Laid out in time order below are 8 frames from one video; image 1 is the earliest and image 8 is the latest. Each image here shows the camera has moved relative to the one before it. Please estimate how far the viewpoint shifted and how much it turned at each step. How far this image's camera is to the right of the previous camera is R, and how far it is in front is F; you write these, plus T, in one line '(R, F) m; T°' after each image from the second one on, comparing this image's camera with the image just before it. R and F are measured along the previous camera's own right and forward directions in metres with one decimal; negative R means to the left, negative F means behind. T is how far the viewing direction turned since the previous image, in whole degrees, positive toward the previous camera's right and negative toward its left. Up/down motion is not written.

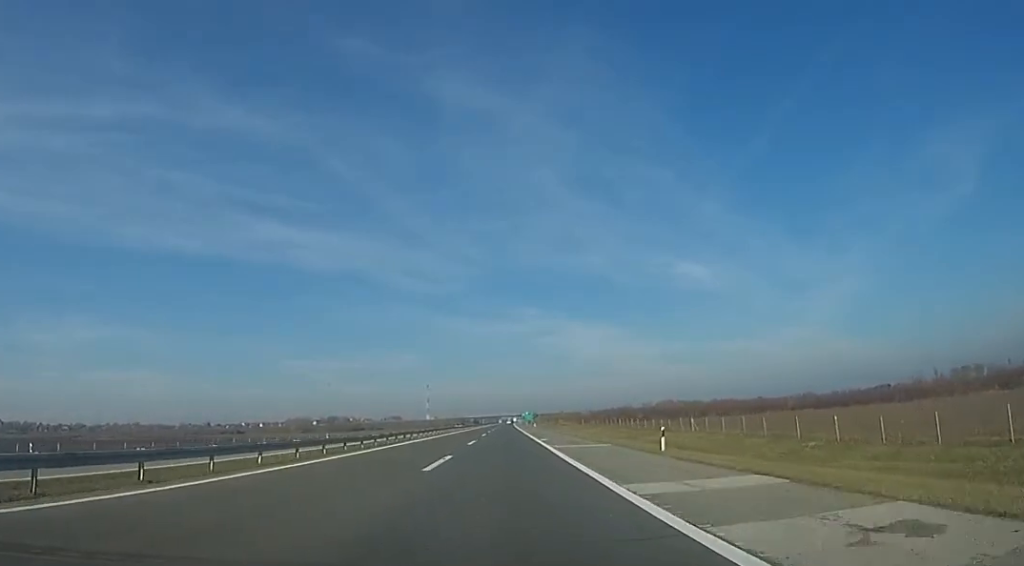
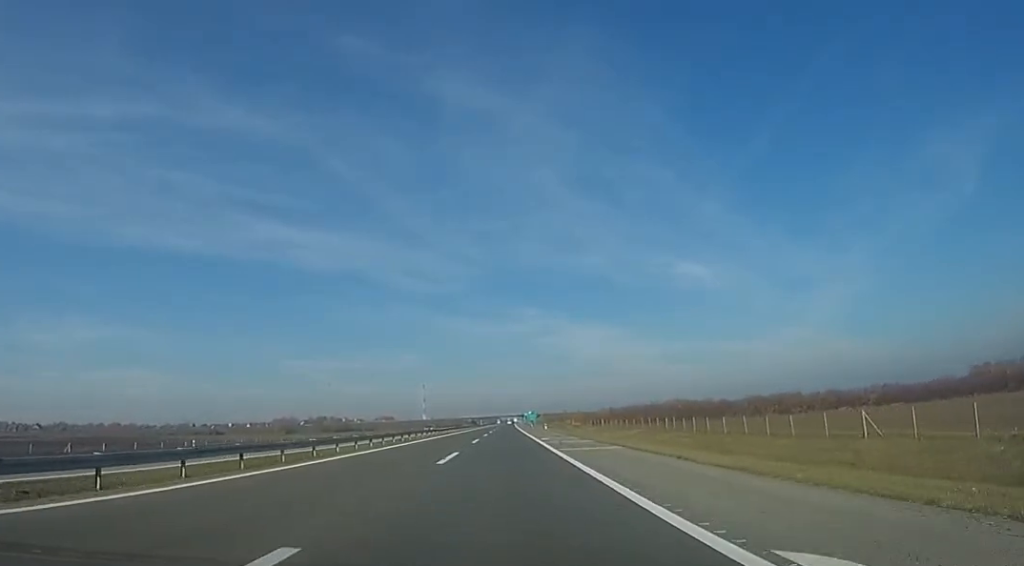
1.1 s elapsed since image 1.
(+1.6, +33.7) m; 0°
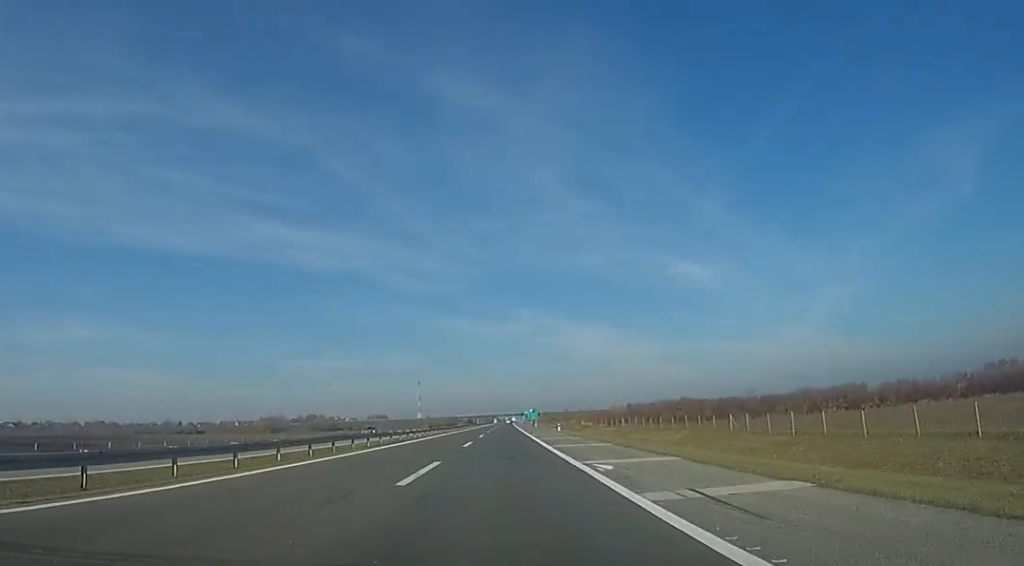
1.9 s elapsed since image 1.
(-1.2, +24.4) m; -1°
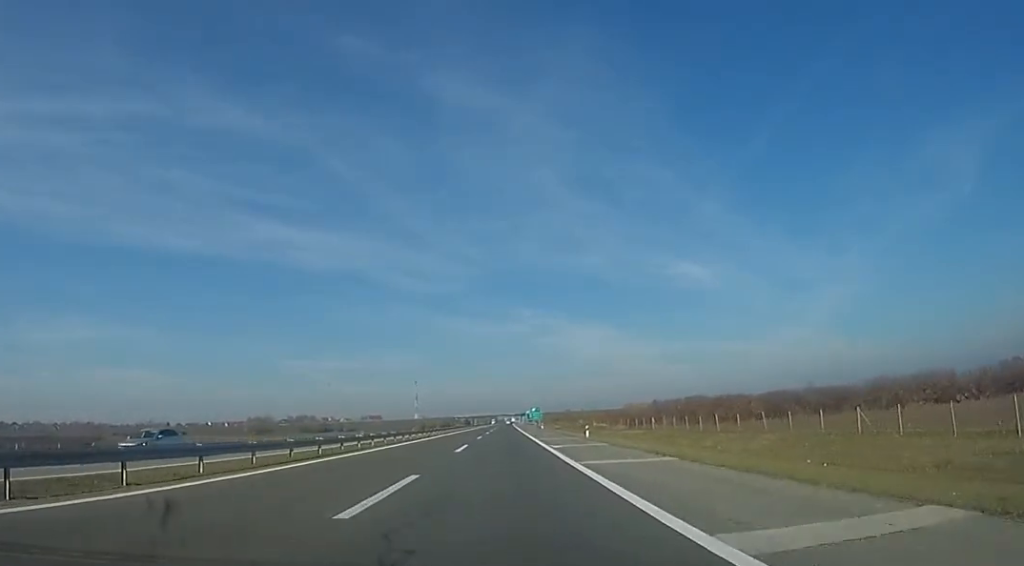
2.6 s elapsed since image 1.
(+0.1, +22.4) m; +1°
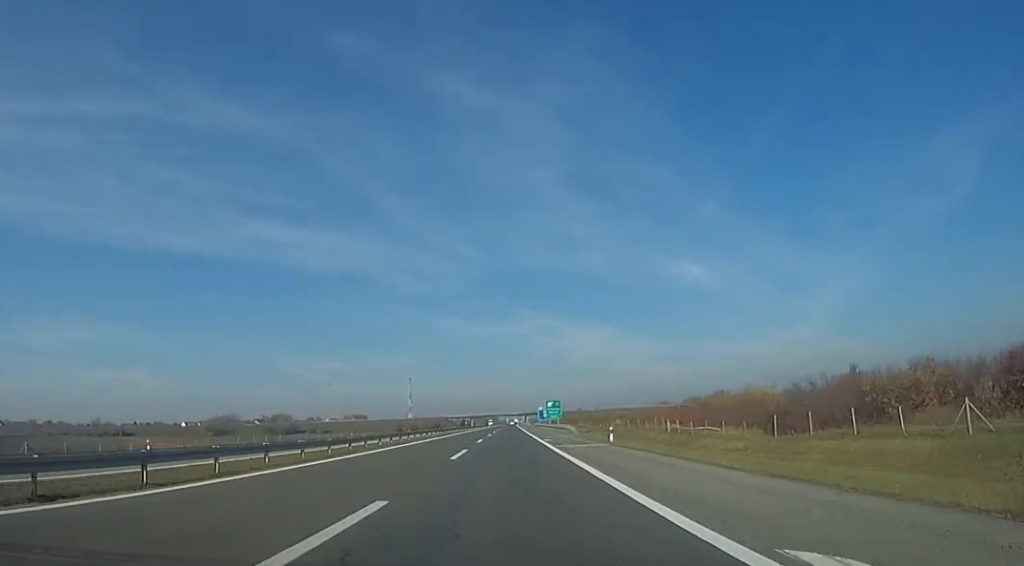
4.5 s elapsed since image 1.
(+1.2, +59.3) m; -1°
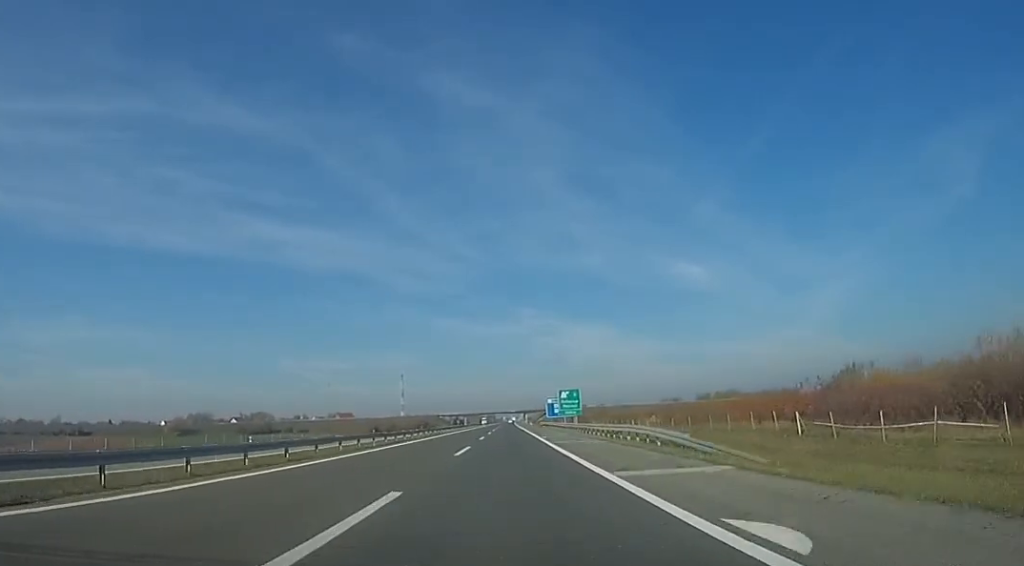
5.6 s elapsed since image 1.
(-0.6, +33.8) m; +1°
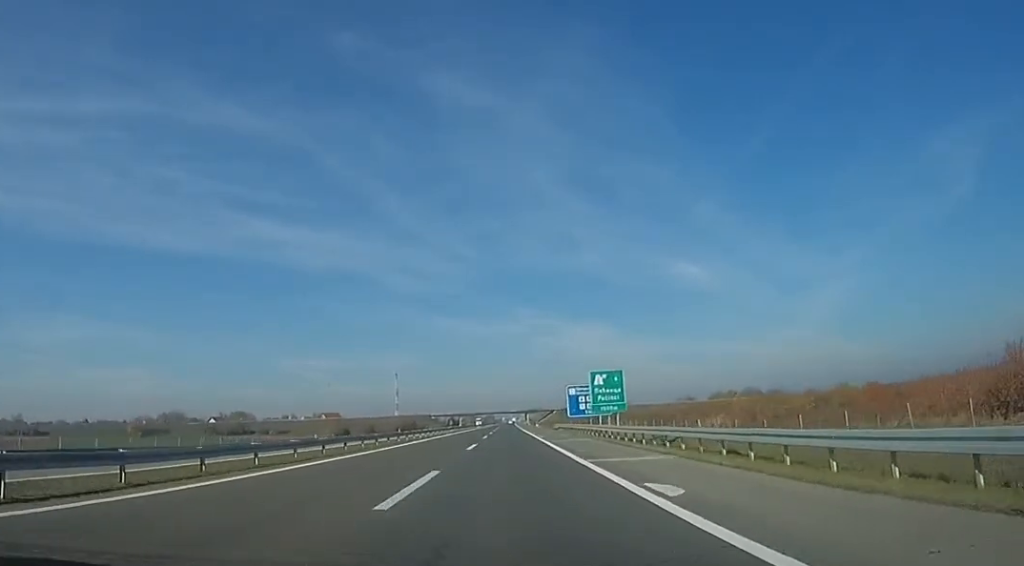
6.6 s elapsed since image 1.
(+0.9, +31.3) m; 0°
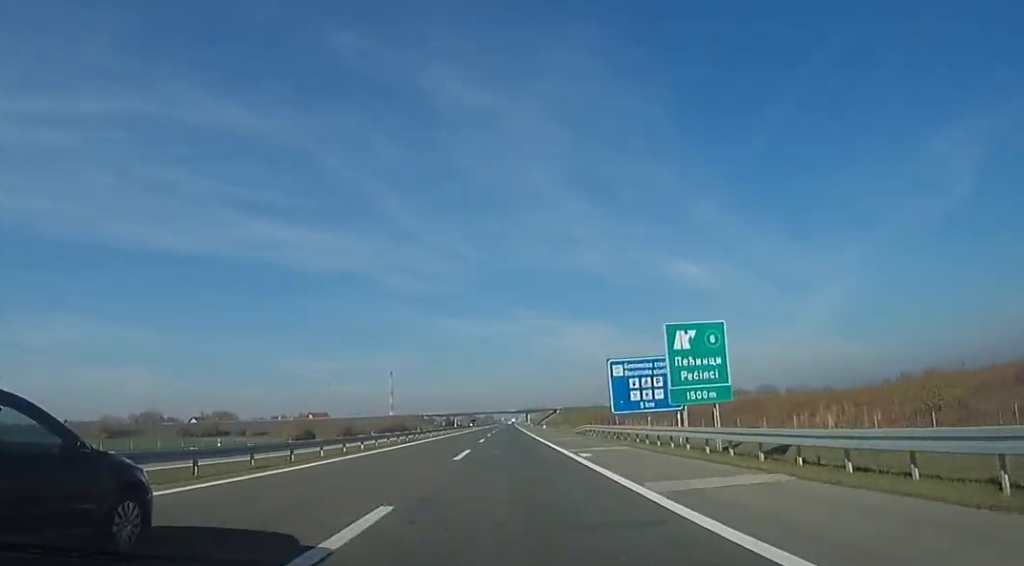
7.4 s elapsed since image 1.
(-0.1, +24.5) m; -2°
